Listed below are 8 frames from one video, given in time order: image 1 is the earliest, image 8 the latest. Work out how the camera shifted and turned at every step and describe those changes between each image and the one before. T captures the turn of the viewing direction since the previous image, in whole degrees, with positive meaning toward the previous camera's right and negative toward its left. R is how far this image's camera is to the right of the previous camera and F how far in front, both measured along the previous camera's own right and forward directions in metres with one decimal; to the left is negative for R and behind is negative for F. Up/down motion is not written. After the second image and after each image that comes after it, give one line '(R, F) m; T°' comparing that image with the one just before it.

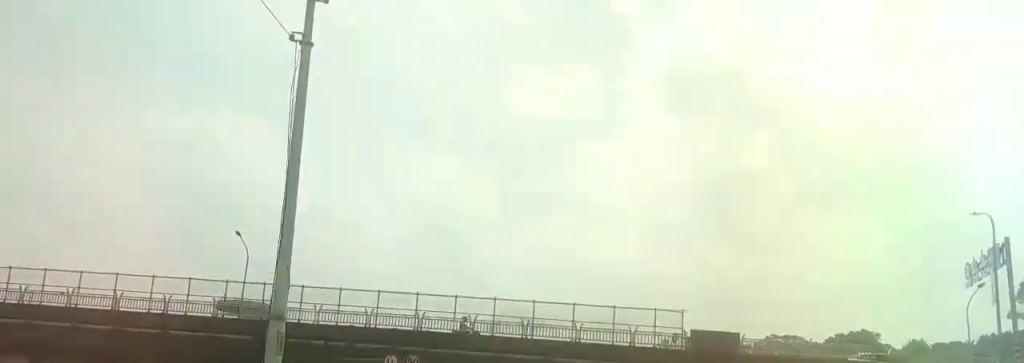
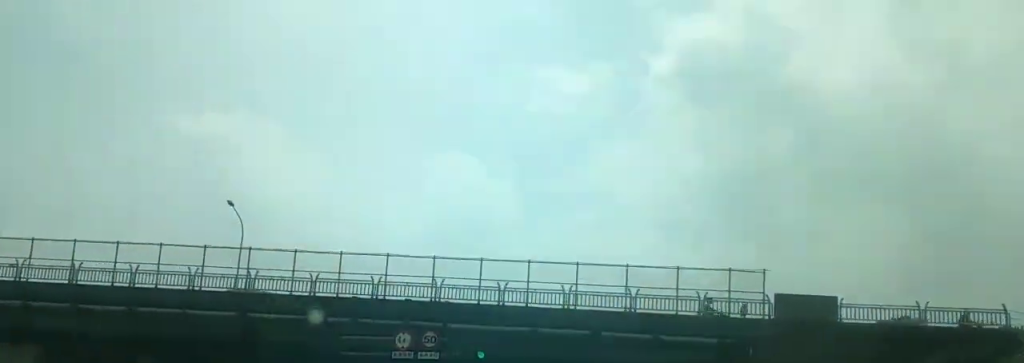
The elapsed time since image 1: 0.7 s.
(+0.1, +6.7) m; -1°
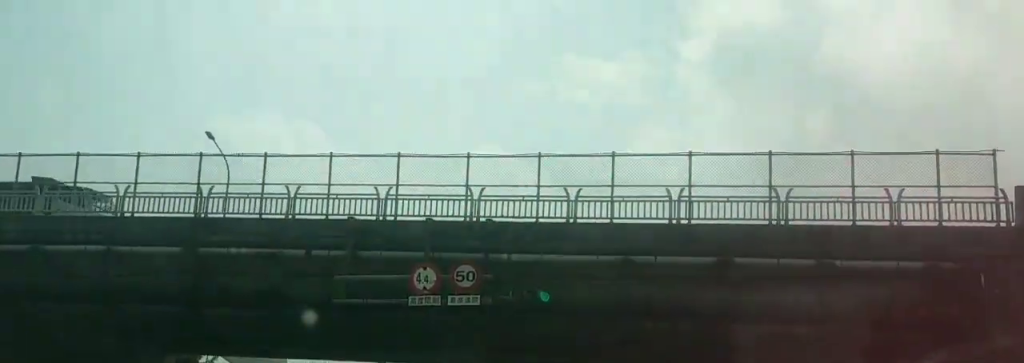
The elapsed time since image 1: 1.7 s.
(-0.2, +10.2) m; -4°
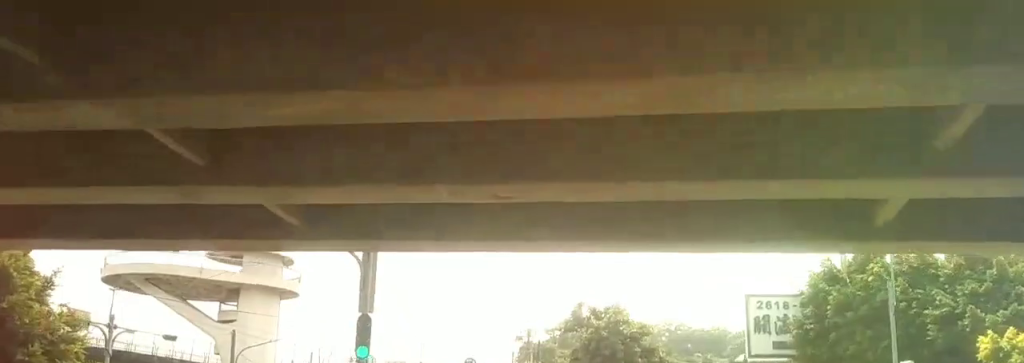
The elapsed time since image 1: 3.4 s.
(-1.1, +19.4) m; -4°
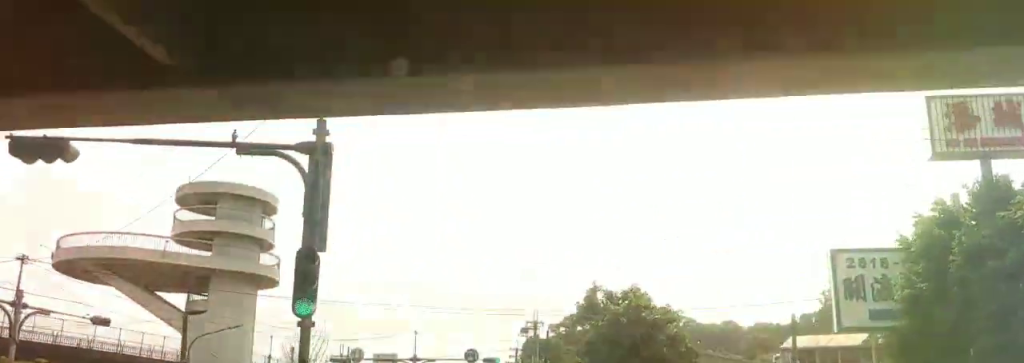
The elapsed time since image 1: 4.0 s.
(0.0, +7.1) m; 0°
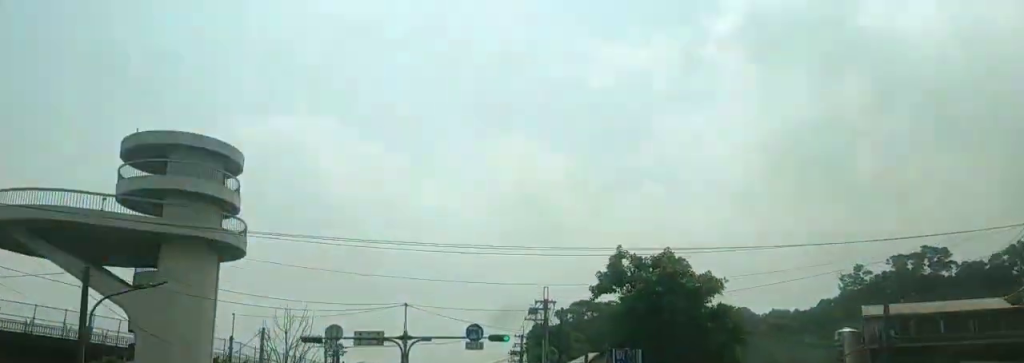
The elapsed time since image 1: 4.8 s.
(-0.1, +9.5) m; -1°
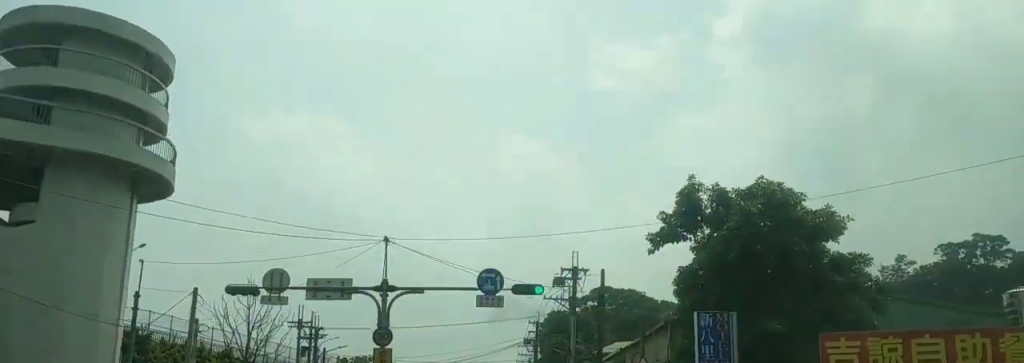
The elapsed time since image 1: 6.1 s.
(-0.1, +15.0) m; 0°
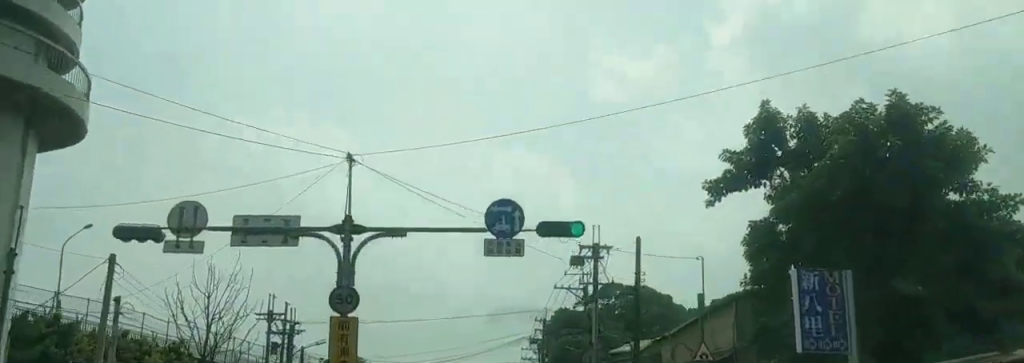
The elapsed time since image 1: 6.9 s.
(0.0, +9.3) m; 0°
